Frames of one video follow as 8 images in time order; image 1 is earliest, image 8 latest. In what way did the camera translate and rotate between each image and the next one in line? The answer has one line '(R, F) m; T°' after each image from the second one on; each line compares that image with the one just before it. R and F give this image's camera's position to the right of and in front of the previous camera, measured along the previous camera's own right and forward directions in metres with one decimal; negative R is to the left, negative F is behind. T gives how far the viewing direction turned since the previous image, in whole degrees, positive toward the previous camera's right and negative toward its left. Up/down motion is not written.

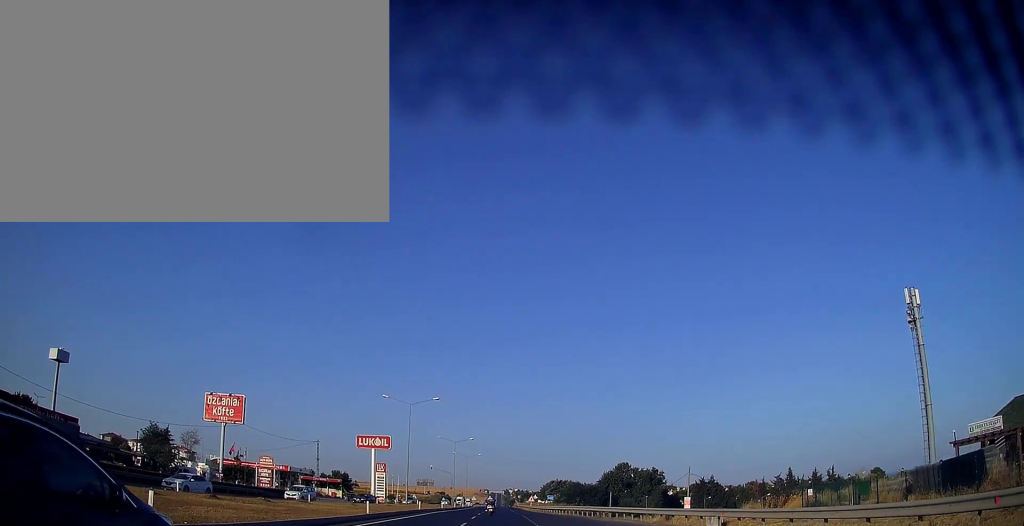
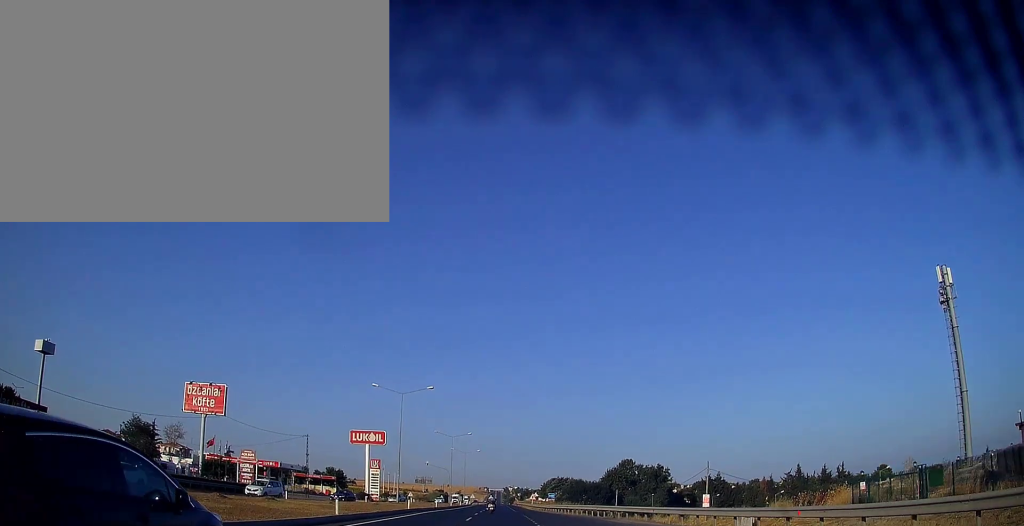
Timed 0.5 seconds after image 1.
(+0.1, +5.9) m; 0°
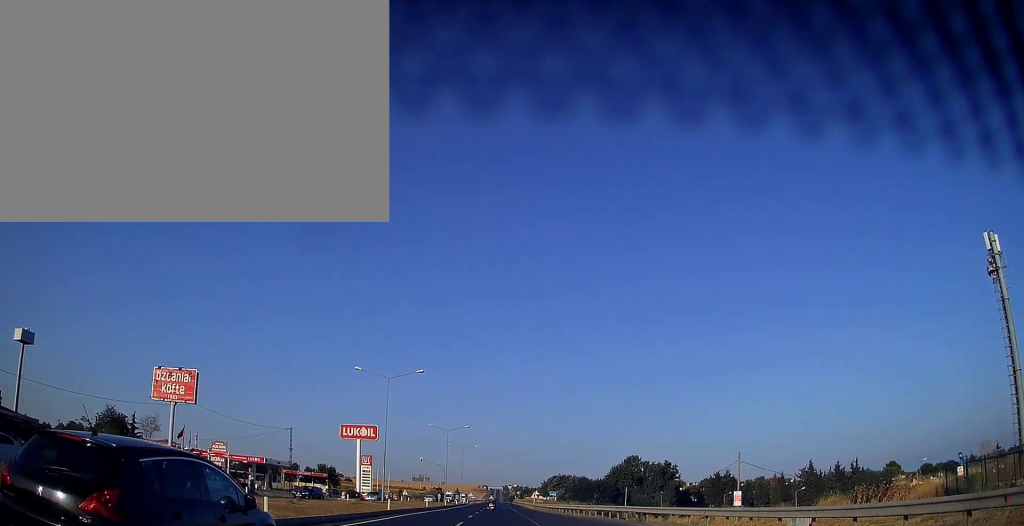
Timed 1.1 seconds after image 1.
(-0.1, +8.1) m; 0°
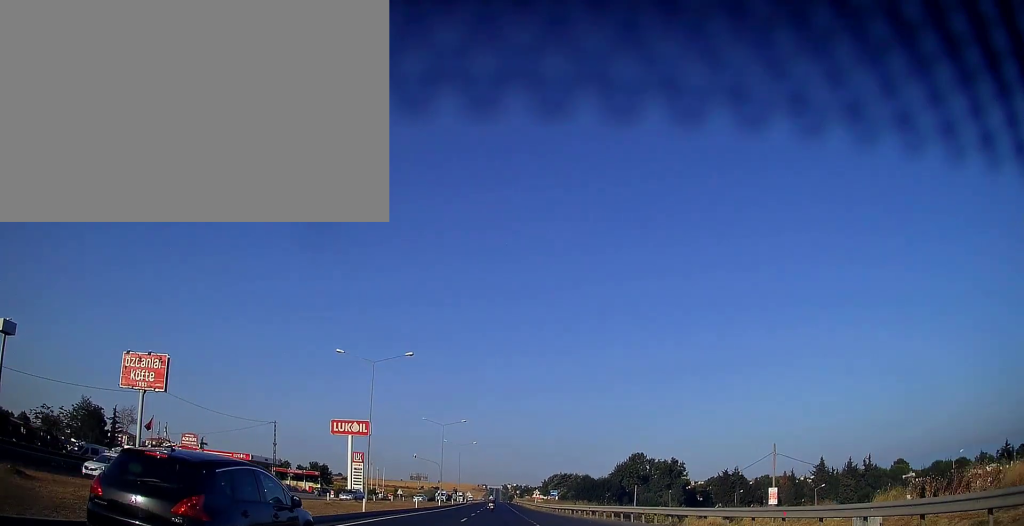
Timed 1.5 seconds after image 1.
(0.0, +6.3) m; 0°
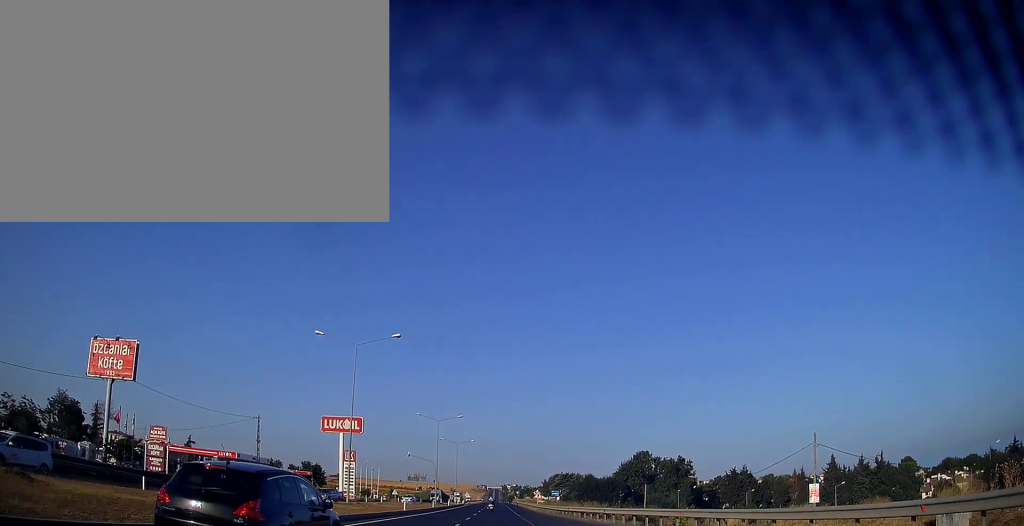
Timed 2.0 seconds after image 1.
(+0.1, +6.6) m; 0°
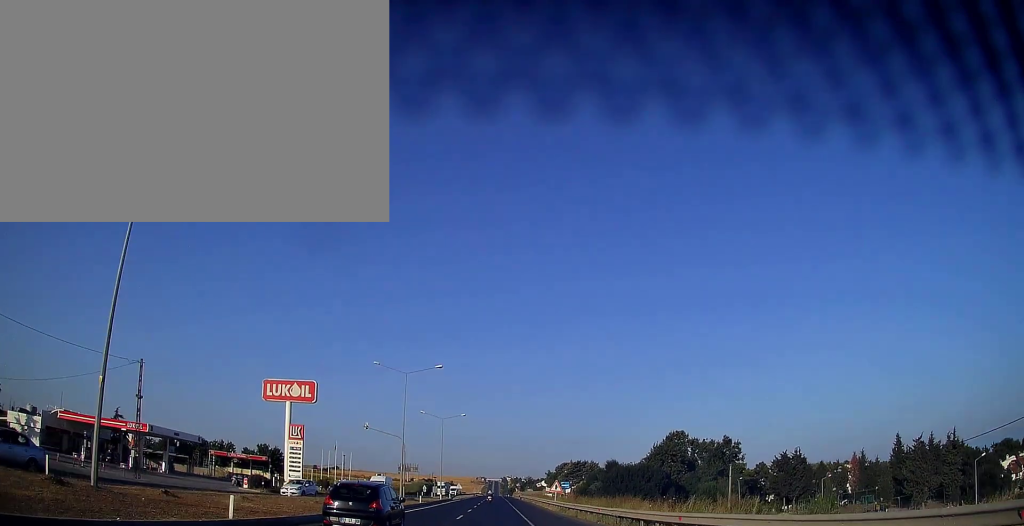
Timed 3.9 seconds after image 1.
(+0.2, +29.3) m; 0°
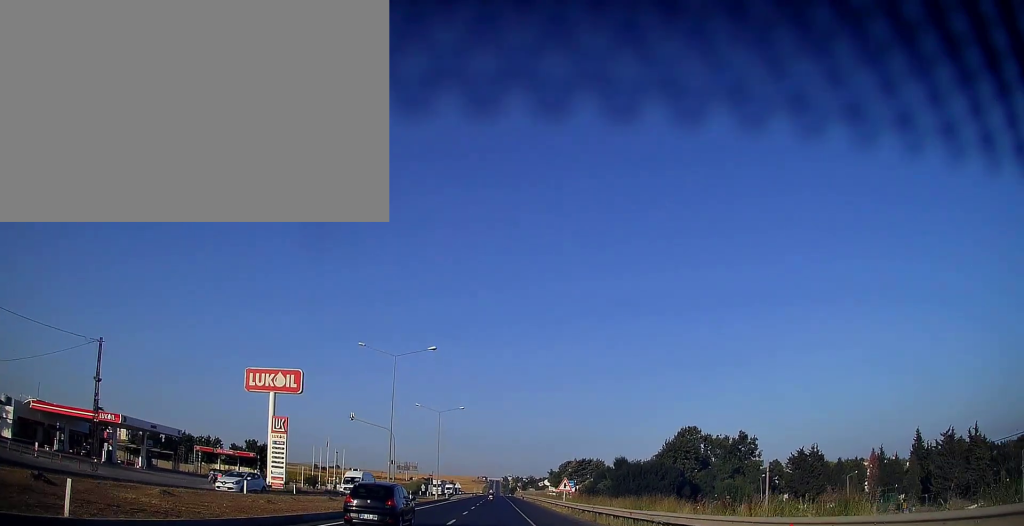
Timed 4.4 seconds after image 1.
(0.0, +7.5) m; 0°
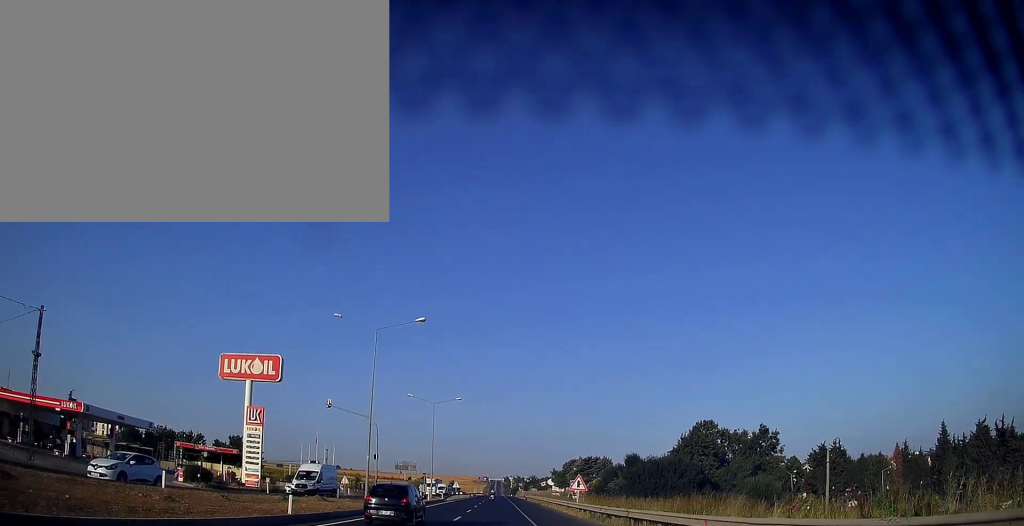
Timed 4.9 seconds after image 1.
(+0.1, +8.5) m; 0°
